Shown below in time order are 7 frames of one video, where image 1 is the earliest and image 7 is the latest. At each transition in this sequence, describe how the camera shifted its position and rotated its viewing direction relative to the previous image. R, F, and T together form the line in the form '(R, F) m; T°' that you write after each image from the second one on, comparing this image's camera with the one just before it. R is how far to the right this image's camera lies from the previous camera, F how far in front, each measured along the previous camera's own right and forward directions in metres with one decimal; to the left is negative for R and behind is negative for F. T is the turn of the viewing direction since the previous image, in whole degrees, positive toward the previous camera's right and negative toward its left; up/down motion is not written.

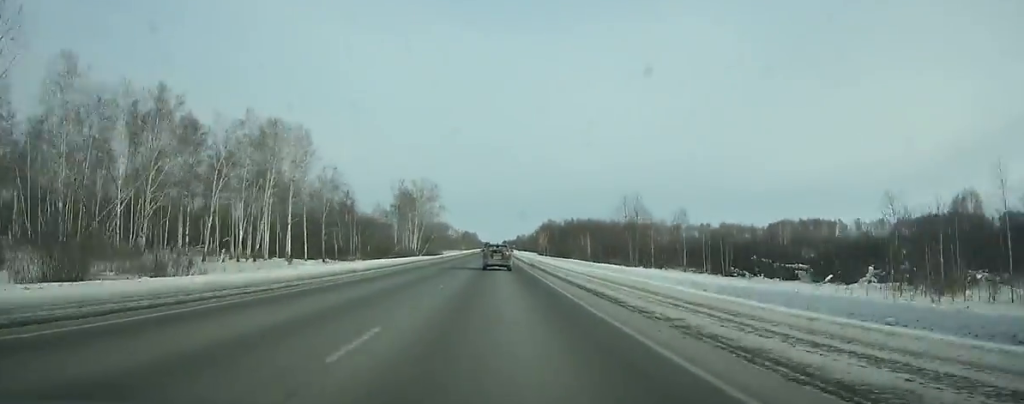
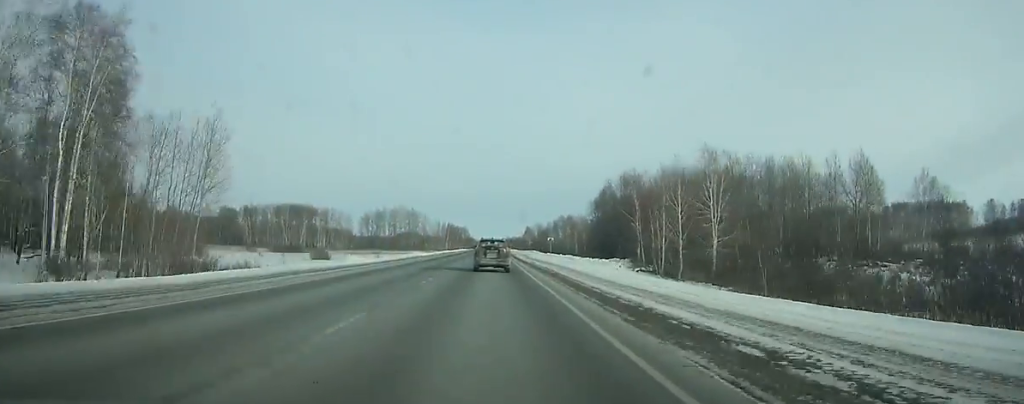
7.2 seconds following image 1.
(+0.1, +188.5) m; 0°
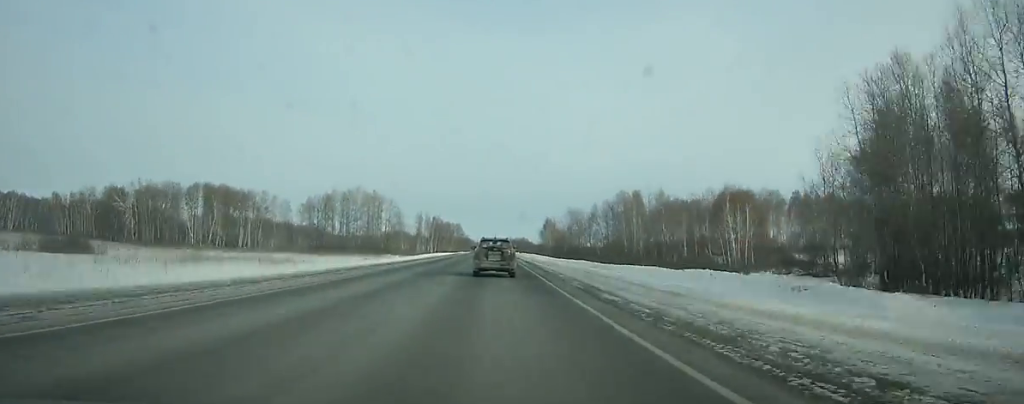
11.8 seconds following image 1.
(+0.1, +115.6) m; 0°
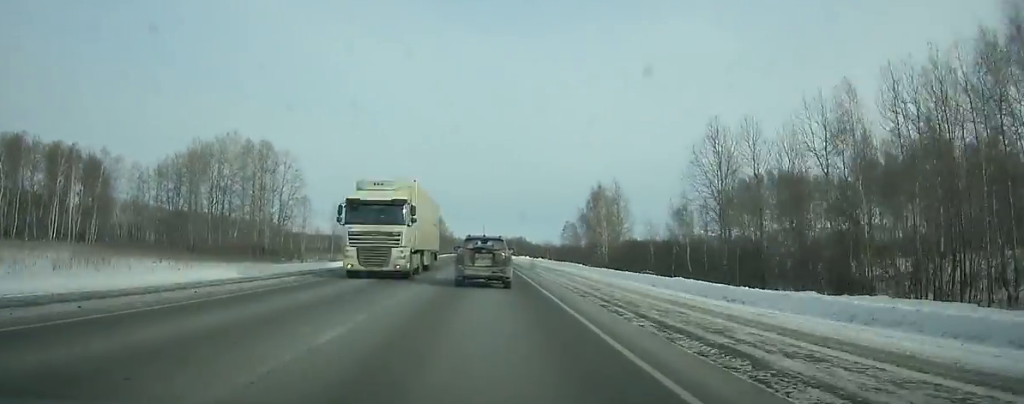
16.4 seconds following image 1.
(+0.3, +110.2) m; 0°
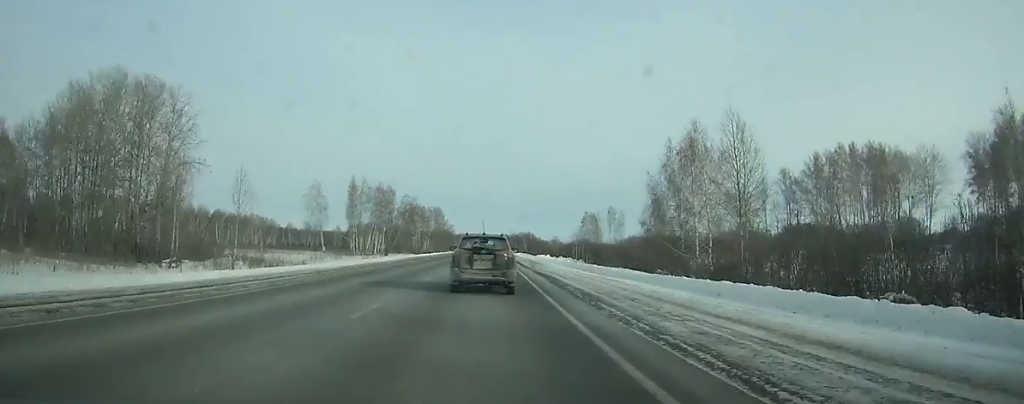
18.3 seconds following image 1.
(-0.2, +43.2) m; 0°
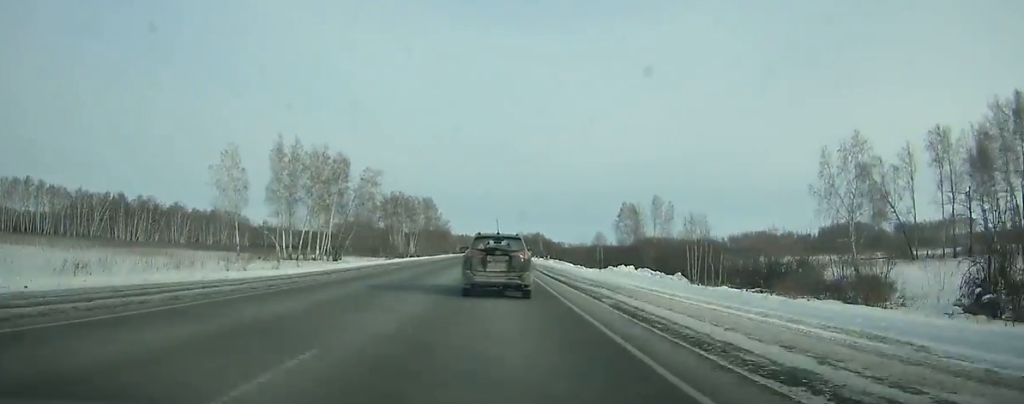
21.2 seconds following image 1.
(-0.2, +64.3) m; 0°
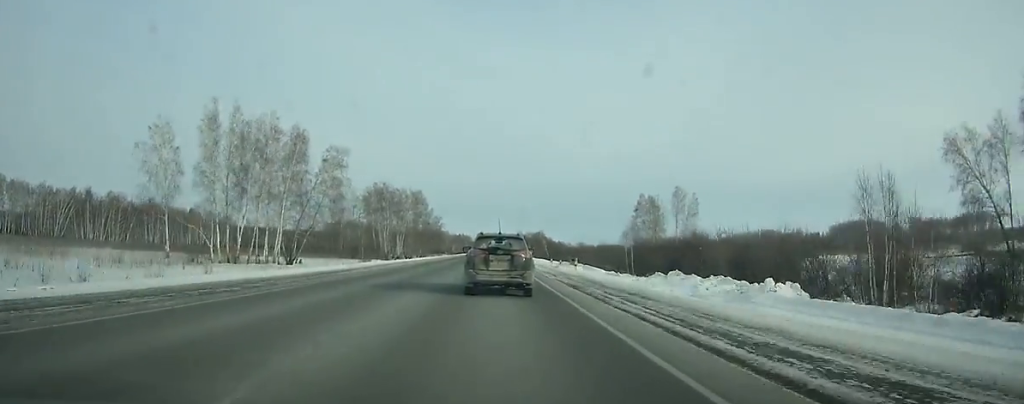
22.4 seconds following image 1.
(0.0, +26.1) m; 0°
